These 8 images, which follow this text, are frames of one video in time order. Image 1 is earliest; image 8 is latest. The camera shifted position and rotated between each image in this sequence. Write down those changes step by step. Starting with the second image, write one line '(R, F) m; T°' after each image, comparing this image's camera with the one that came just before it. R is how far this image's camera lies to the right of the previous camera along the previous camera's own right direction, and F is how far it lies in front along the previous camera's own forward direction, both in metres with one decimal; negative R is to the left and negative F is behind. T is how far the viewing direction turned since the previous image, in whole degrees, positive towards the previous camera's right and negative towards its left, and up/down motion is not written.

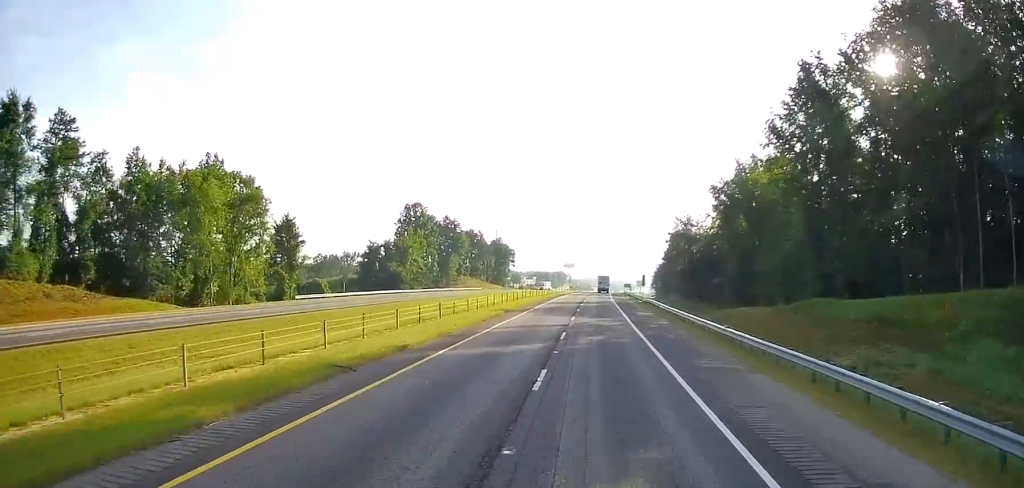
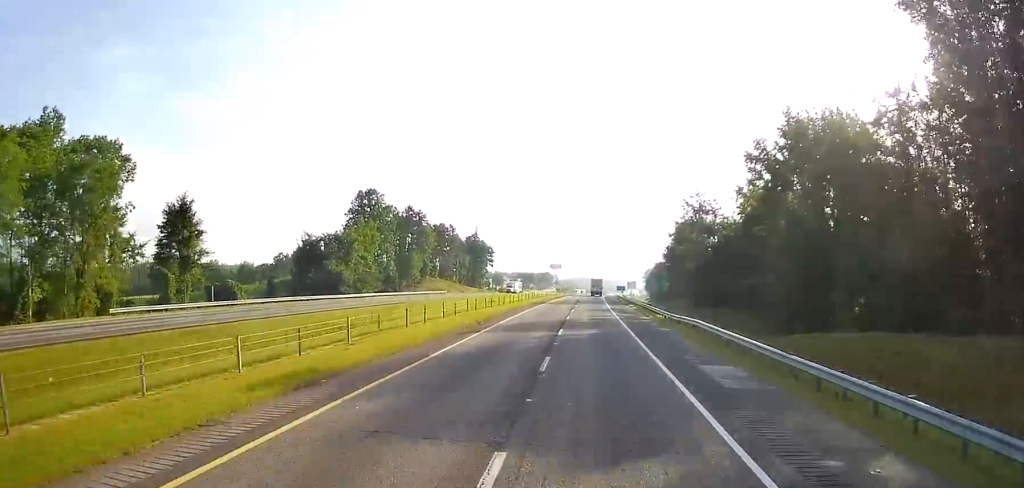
(0.0, +33.3) m; +1°
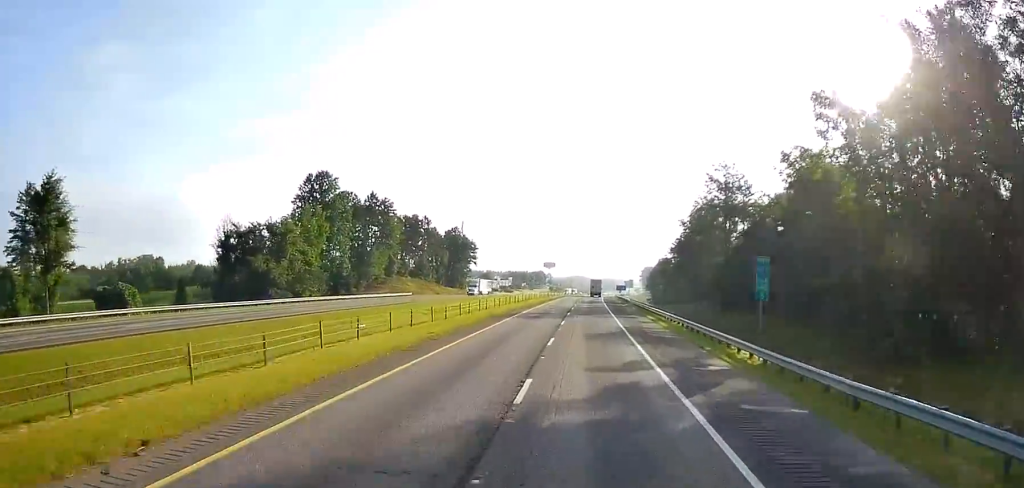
(+0.4, +29.3) m; +1°
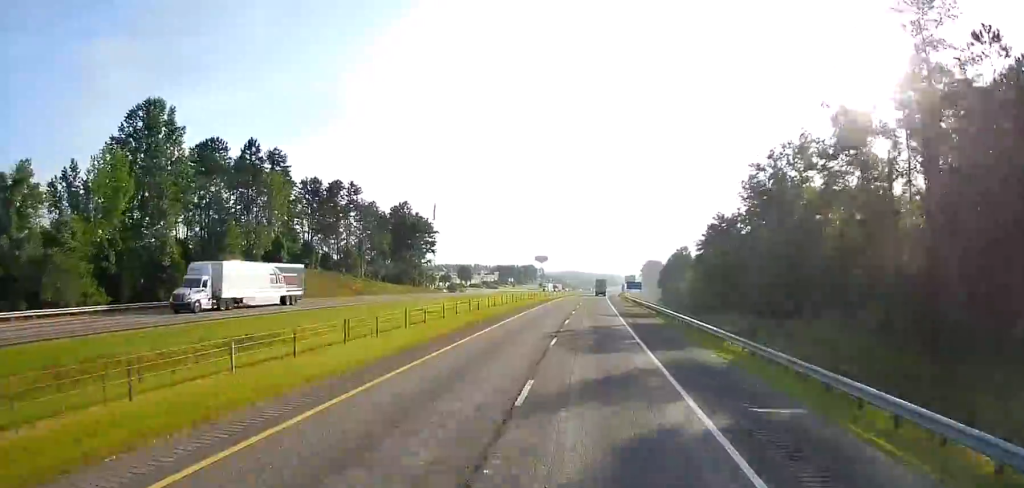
(-0.6, +61.0) m; -1°
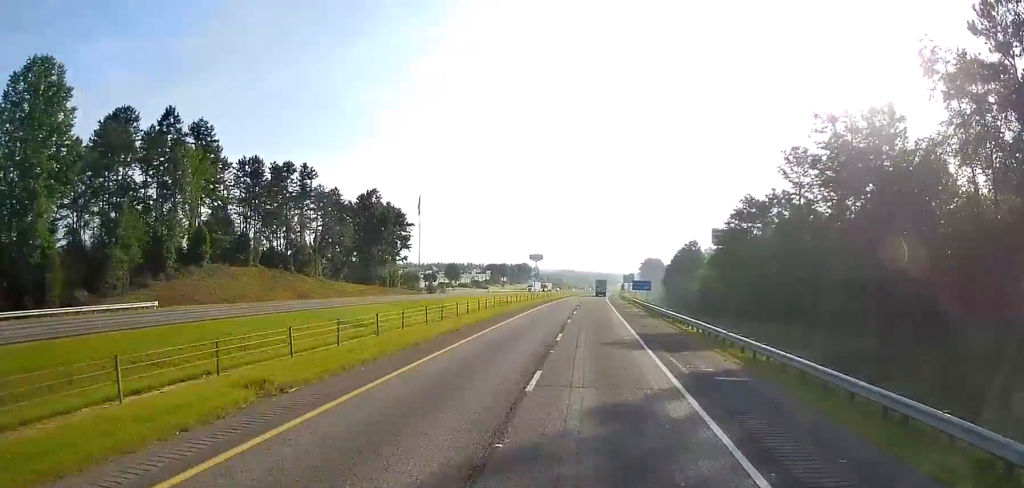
(+0.1, +22.9) m; +1°
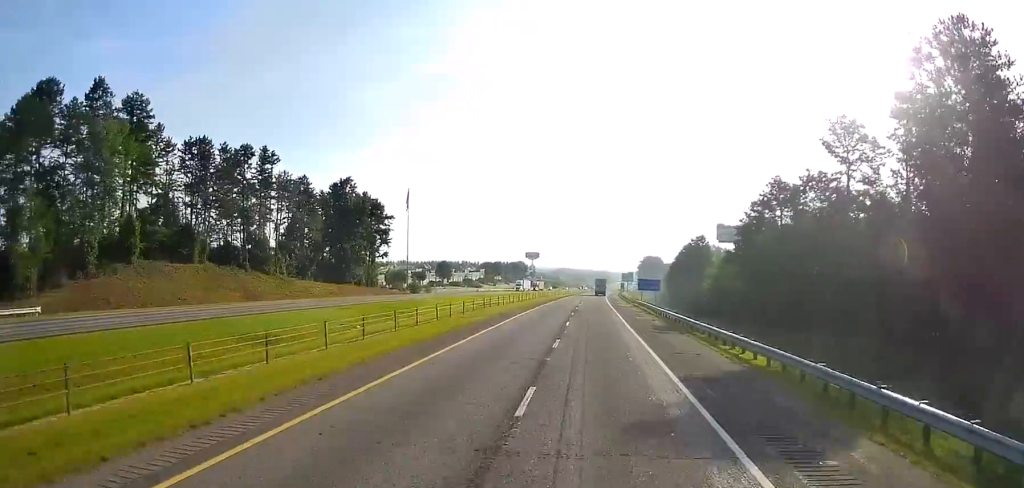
(+0.1, +15.1) m; +1°
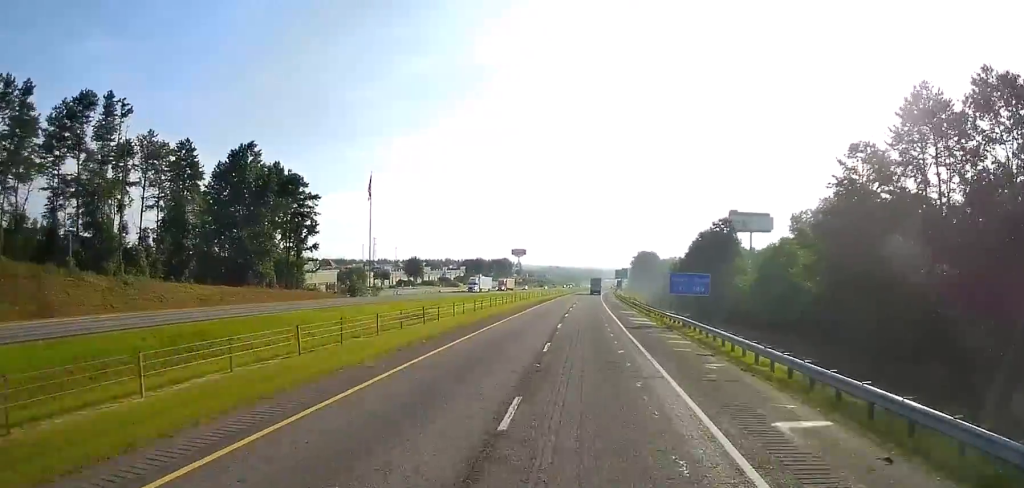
(+0.3, +37.8) m; +1°
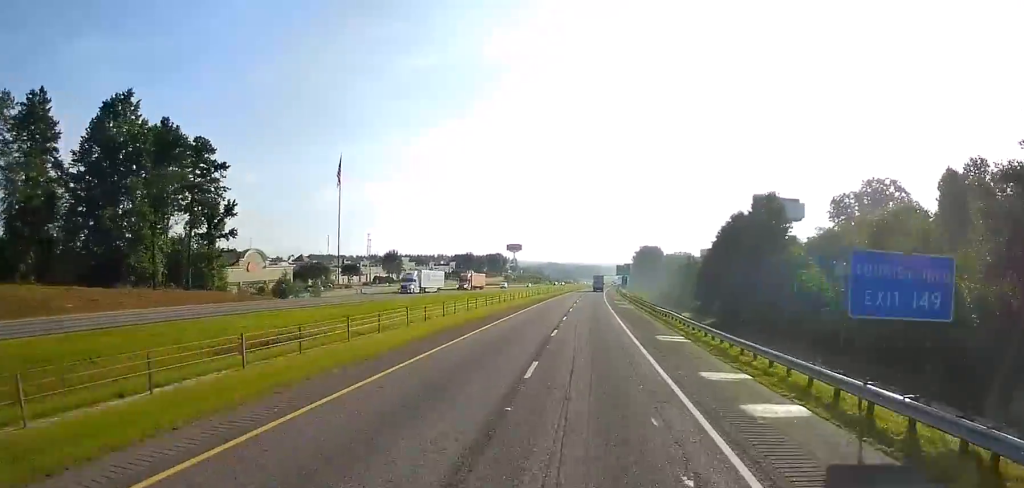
(+0.2, +30.9) m; +1°
